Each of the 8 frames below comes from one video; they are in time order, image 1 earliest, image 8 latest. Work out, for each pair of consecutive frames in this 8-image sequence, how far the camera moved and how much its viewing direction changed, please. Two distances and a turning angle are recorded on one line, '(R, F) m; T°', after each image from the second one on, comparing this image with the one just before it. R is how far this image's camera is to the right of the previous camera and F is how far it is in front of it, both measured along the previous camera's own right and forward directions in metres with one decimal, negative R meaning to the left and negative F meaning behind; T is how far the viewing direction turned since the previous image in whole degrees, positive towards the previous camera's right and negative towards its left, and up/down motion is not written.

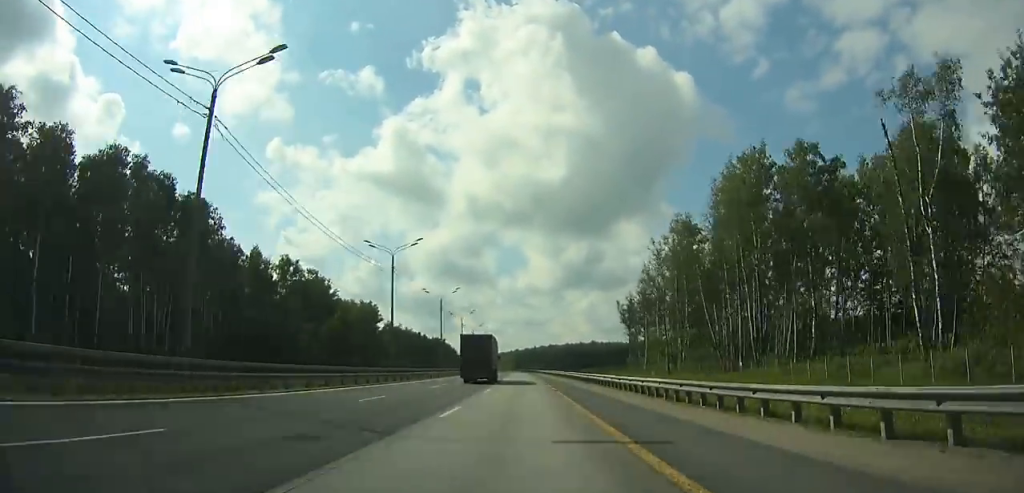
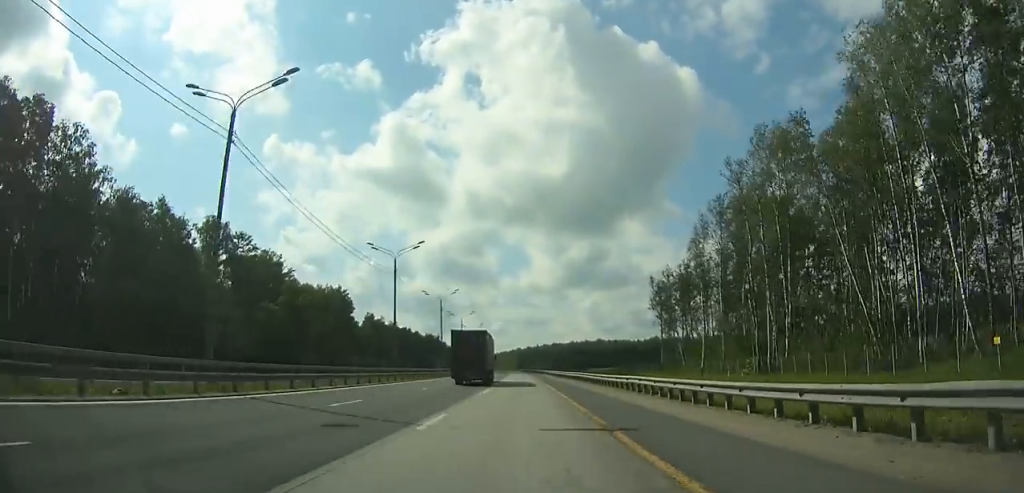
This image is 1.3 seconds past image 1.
(-0.1, +35.1) m; 0°
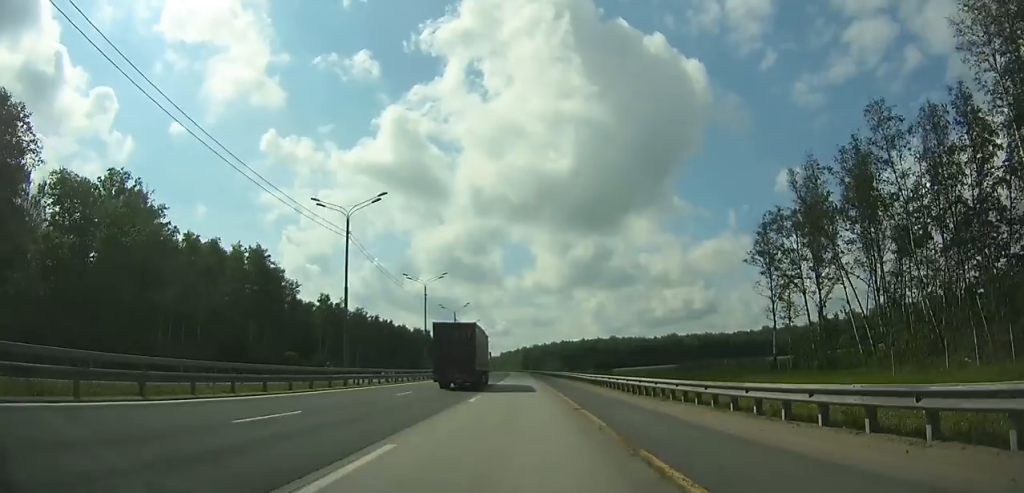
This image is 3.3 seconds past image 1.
(-0.4, +54.1) m; -1°
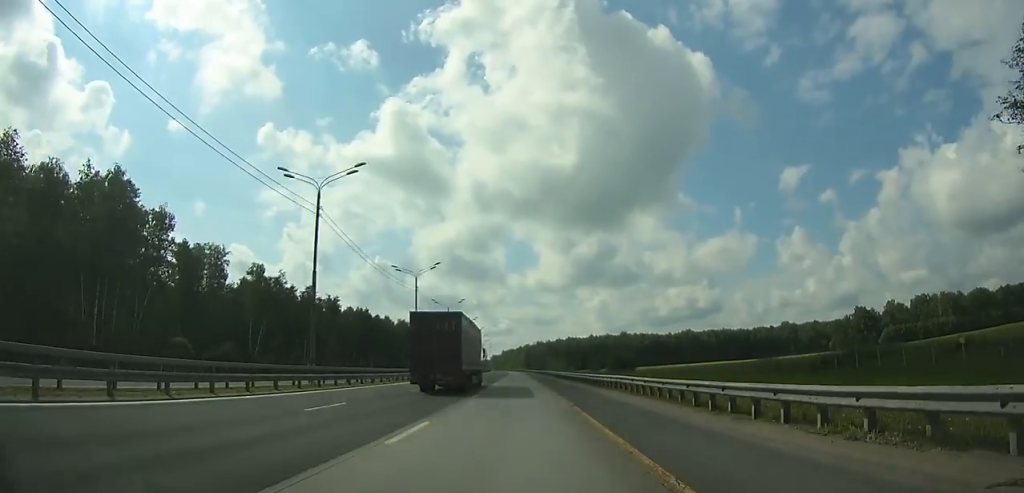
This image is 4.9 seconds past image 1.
(-0.1, +43.3) m; 0°
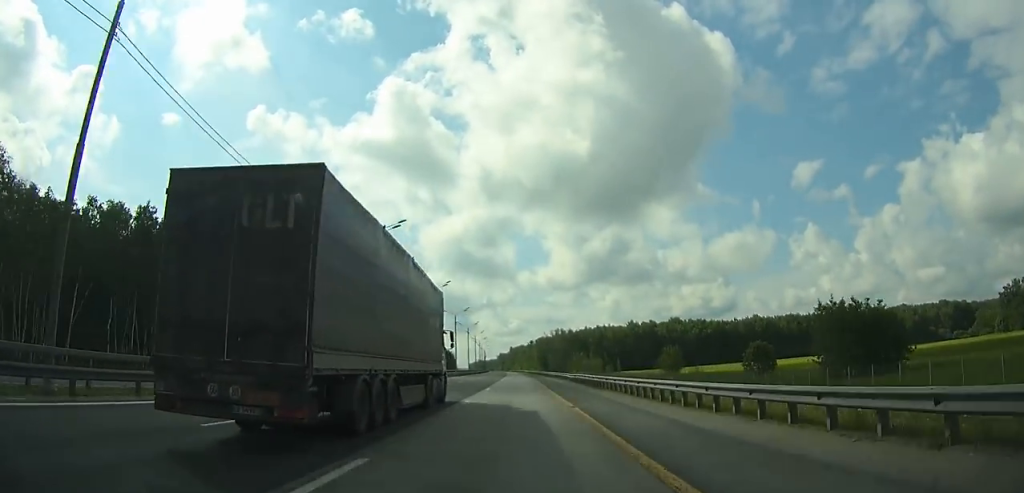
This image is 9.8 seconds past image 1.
(-1.4, +133.3) m; -1°
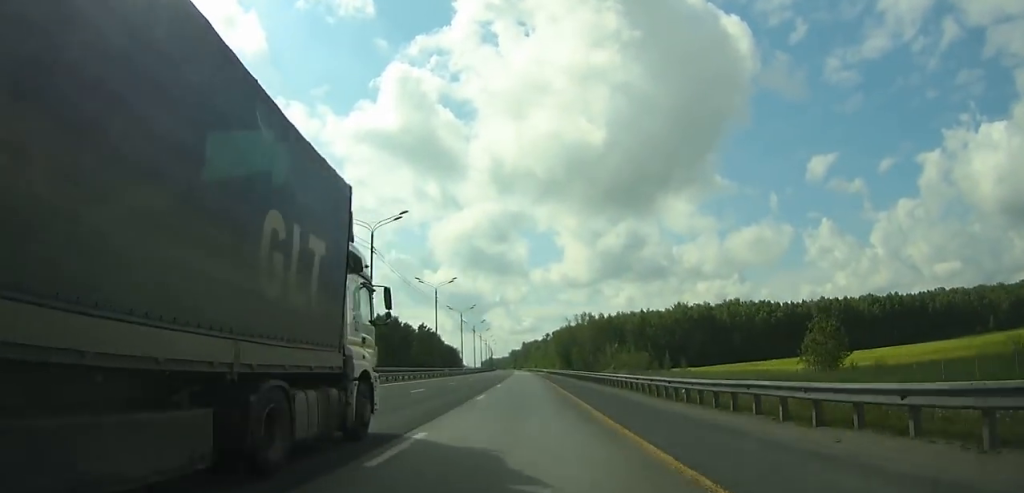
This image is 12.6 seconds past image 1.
(-0.6, +76.5) m; -1°
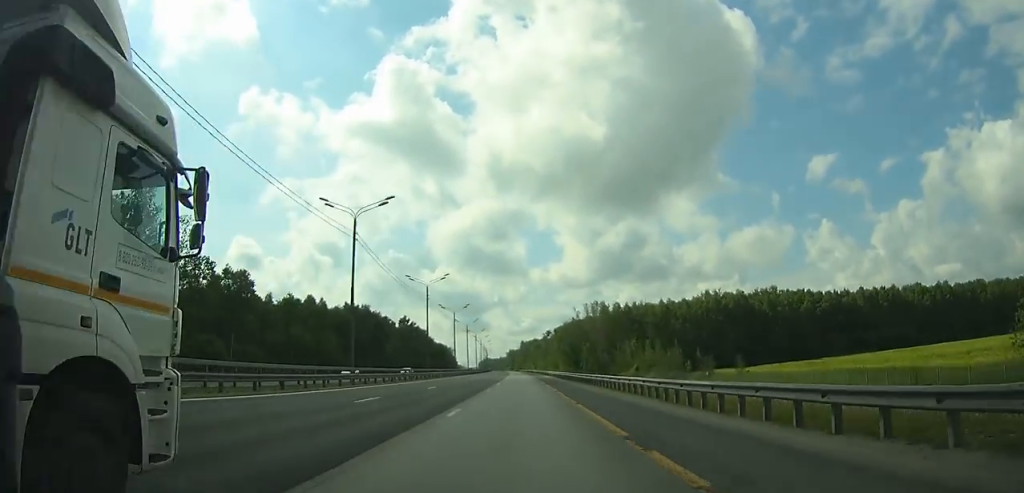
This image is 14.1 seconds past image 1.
(-0.2, +41.1) m; 0°
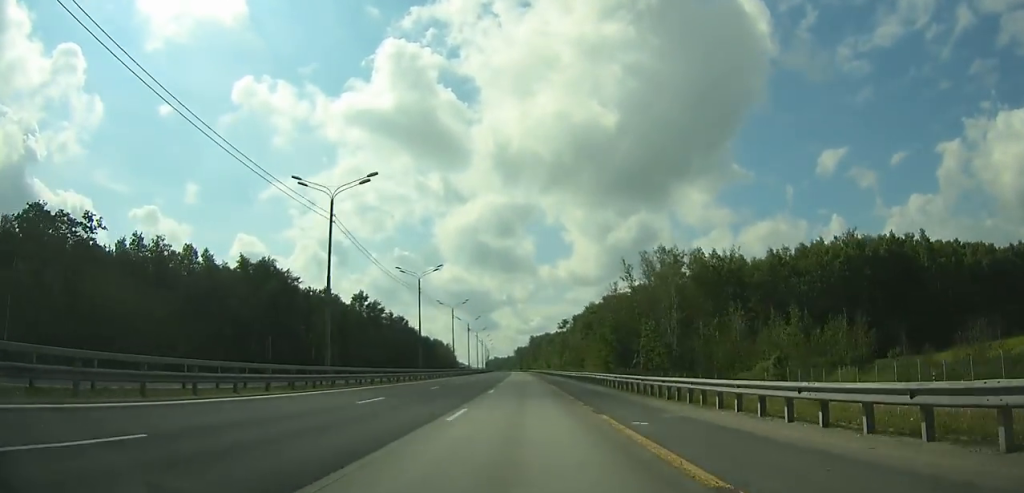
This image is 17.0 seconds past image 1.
(-0.3, +79.9) m; -1°
